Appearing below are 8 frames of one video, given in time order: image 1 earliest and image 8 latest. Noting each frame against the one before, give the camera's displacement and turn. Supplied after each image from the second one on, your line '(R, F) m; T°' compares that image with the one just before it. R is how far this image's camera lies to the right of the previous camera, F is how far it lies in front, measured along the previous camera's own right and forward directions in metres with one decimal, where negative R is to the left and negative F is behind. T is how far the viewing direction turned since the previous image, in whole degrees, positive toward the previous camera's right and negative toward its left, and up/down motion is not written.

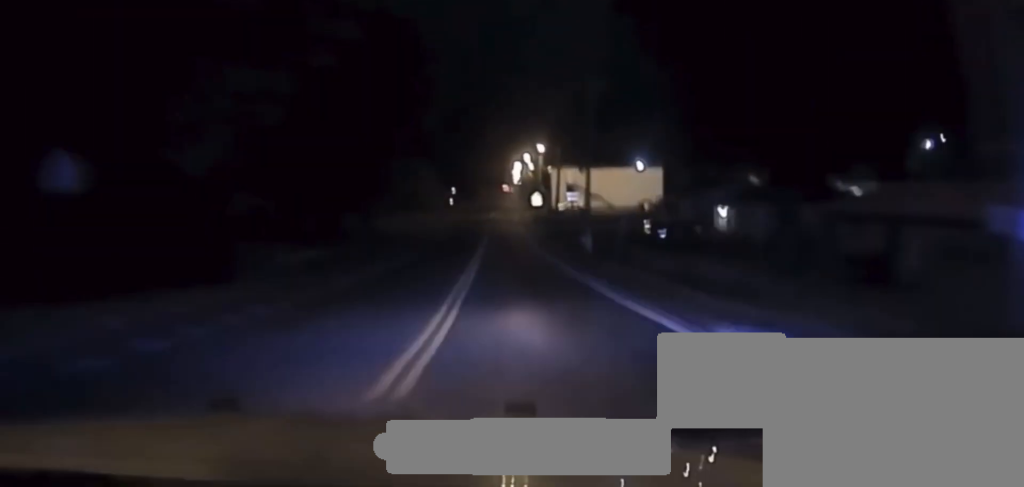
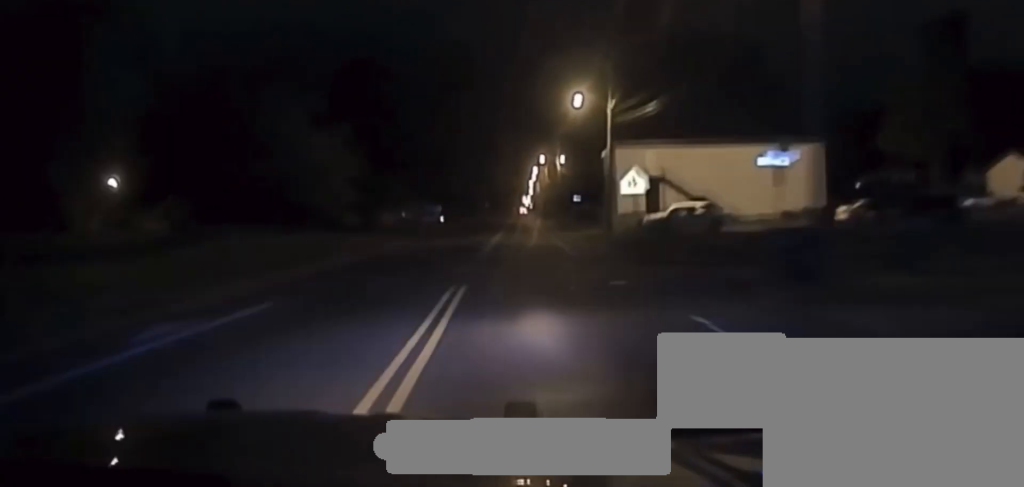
(-2.2, +73.9) m; -2°
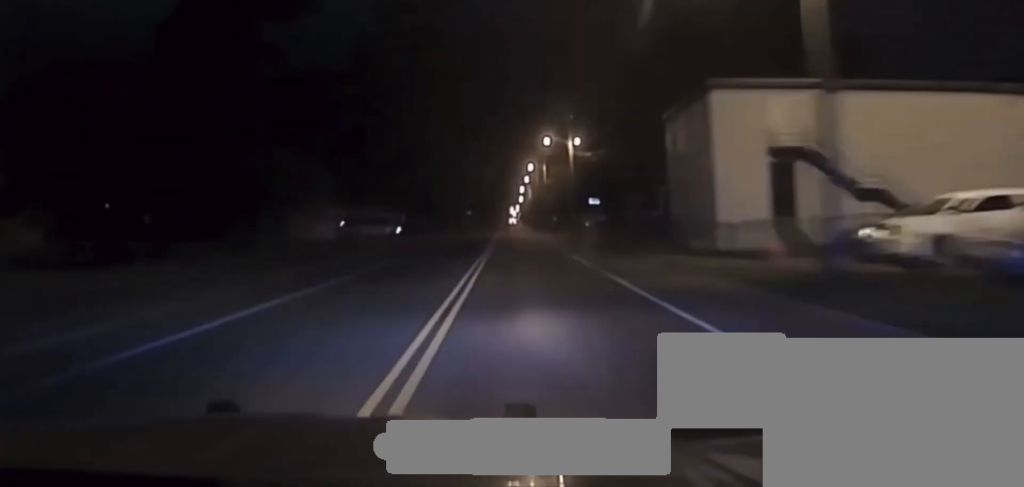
(+0.2, +38.0) m; +1°
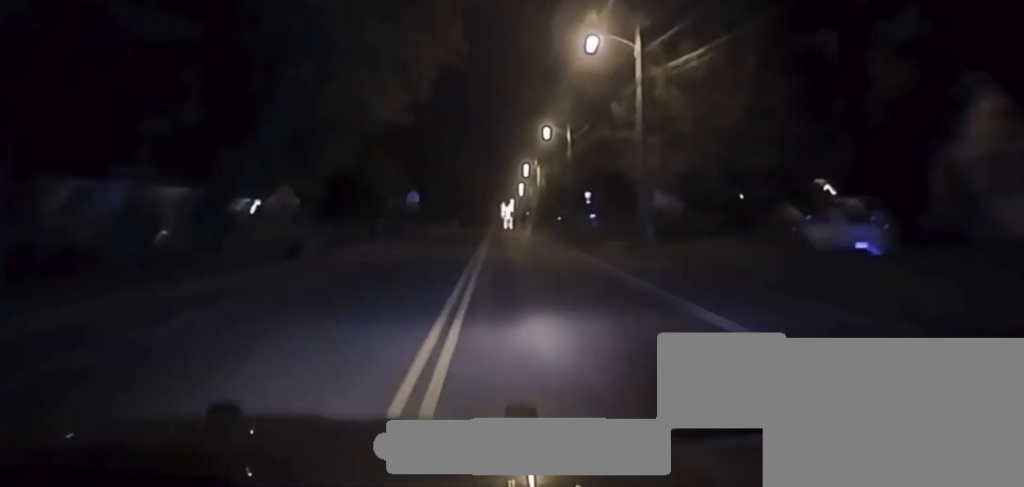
(+0.9, +94.2) m; 0°
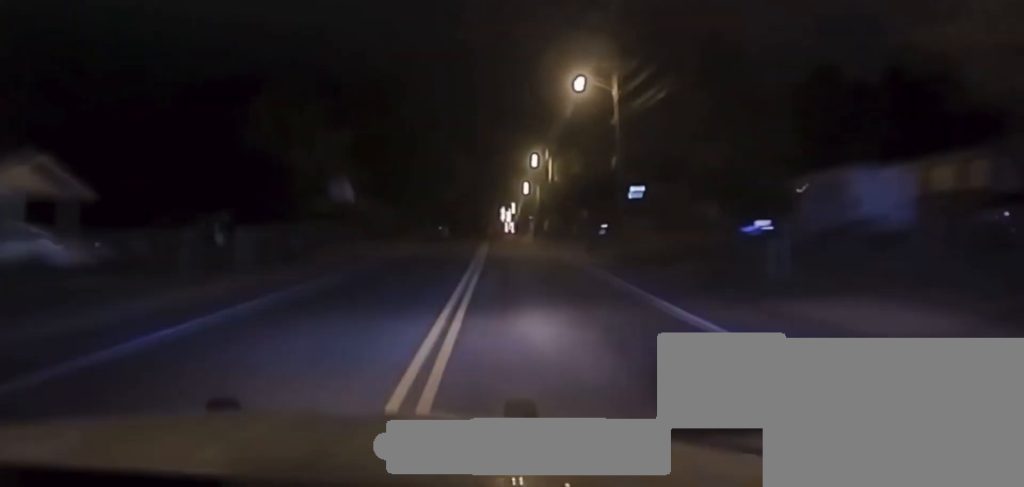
(-0.2, +31.1) m; 0°
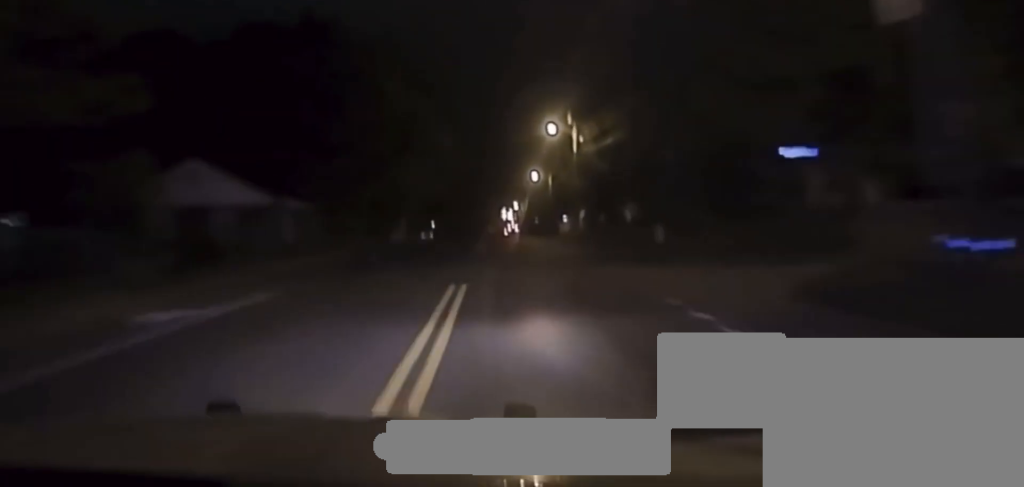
(0.0, +35.3) m; 0°
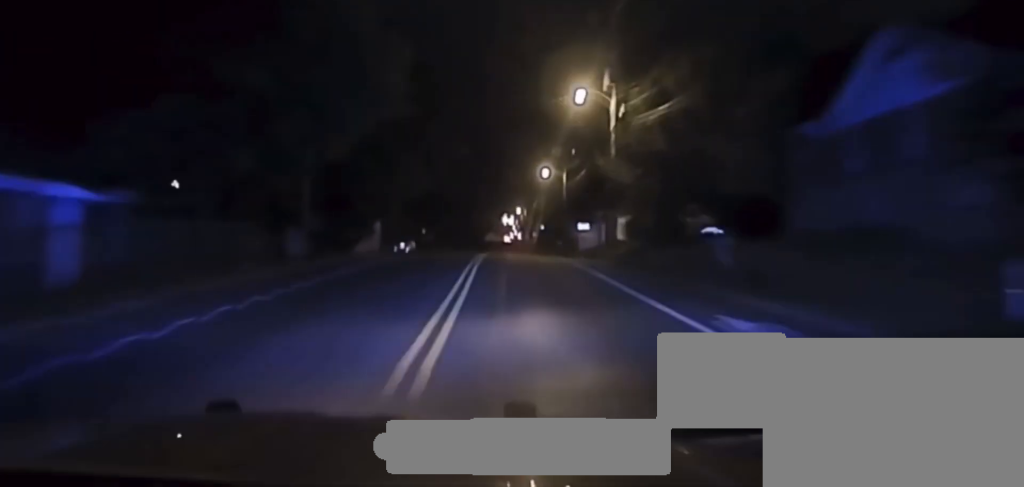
(0.0, +22.7) m; 0°
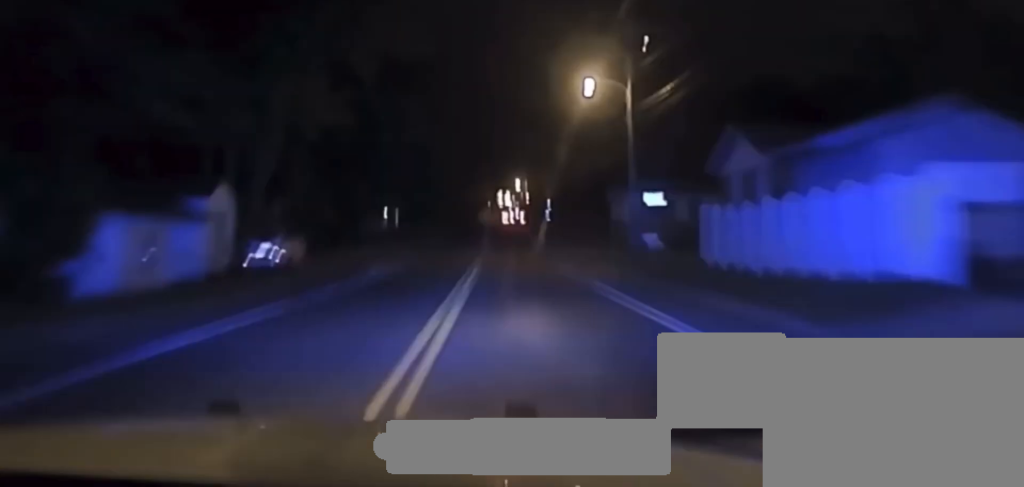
(+0.2, +49.4) m; 0°
